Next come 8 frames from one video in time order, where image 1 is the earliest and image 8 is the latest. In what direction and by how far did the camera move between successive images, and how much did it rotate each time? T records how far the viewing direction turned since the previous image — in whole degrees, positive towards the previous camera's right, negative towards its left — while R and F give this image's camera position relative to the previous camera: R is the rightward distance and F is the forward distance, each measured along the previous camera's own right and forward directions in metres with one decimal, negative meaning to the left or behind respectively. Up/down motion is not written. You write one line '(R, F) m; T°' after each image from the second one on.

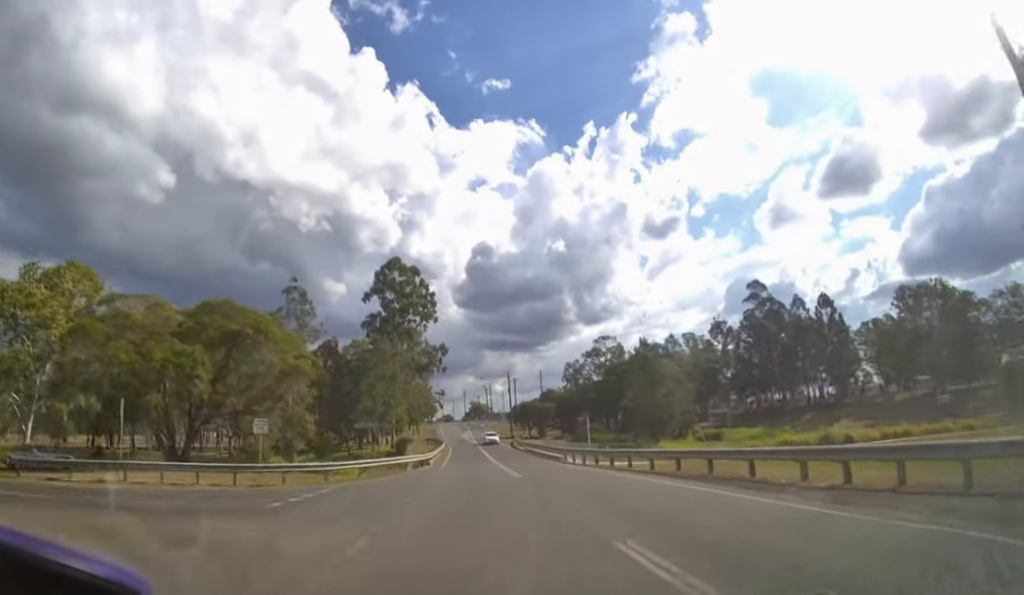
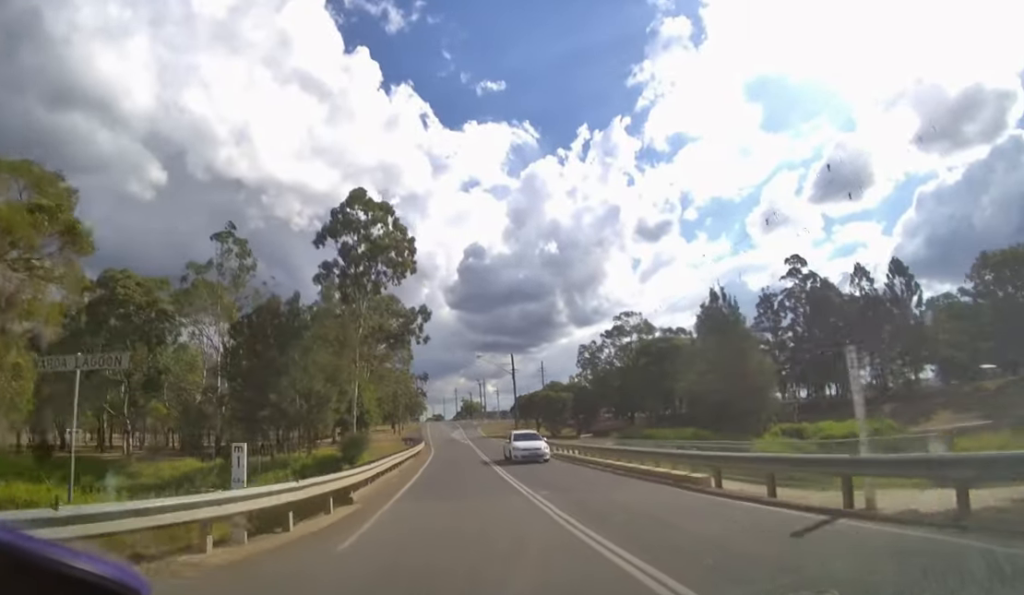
(+0.1, +16.1) m; +1°
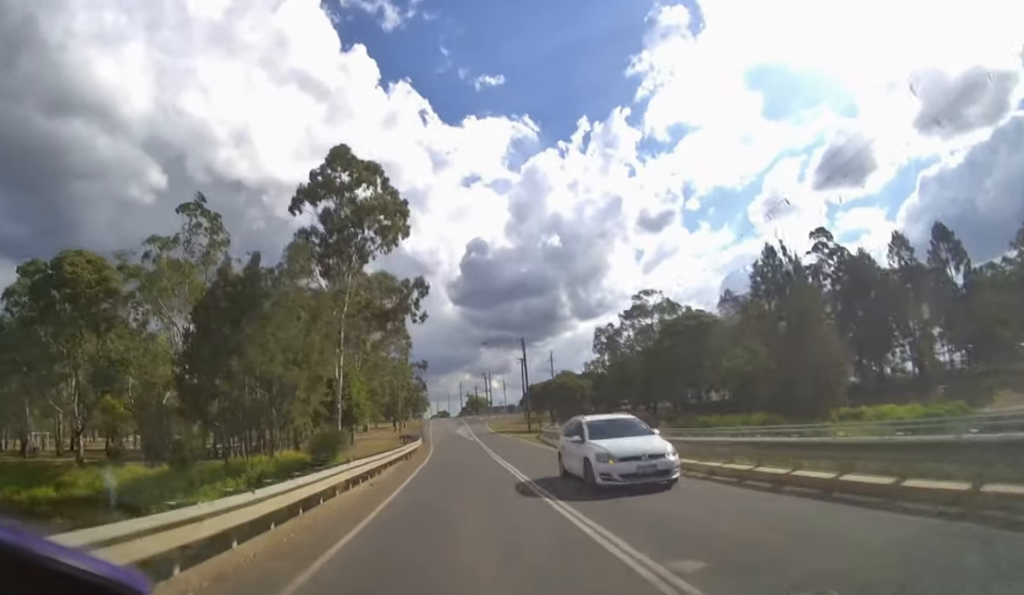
(0.0, +6.8) m; 0°
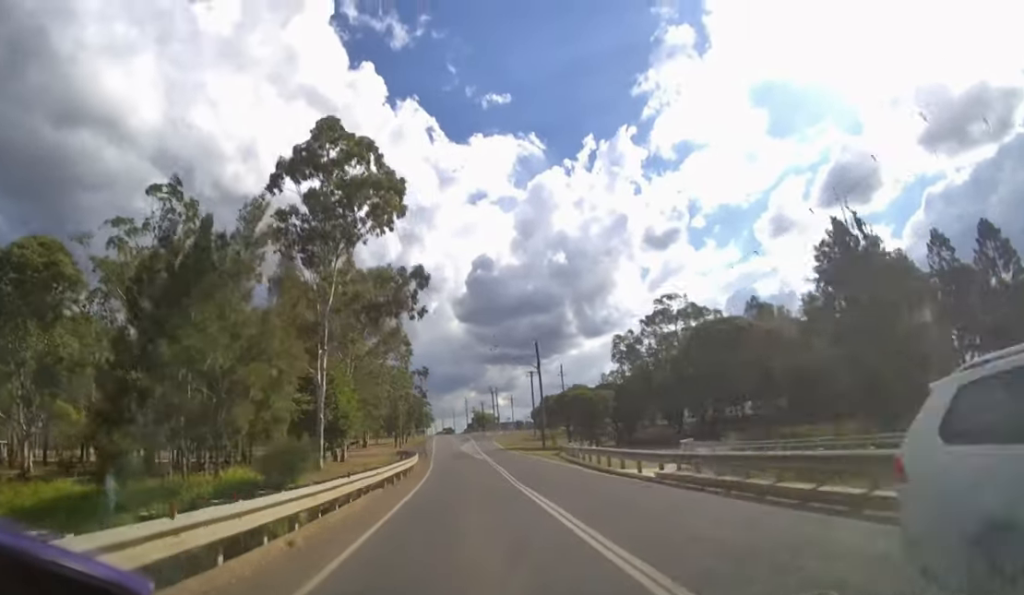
(0.0, +5.9) m; 0°
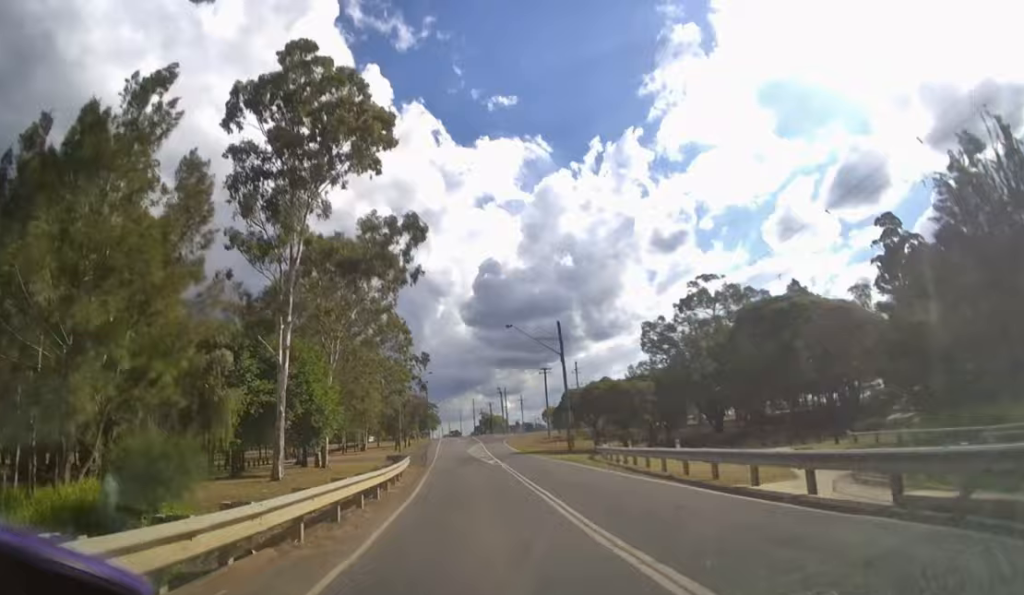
(0.0, +8.5) m; -1°
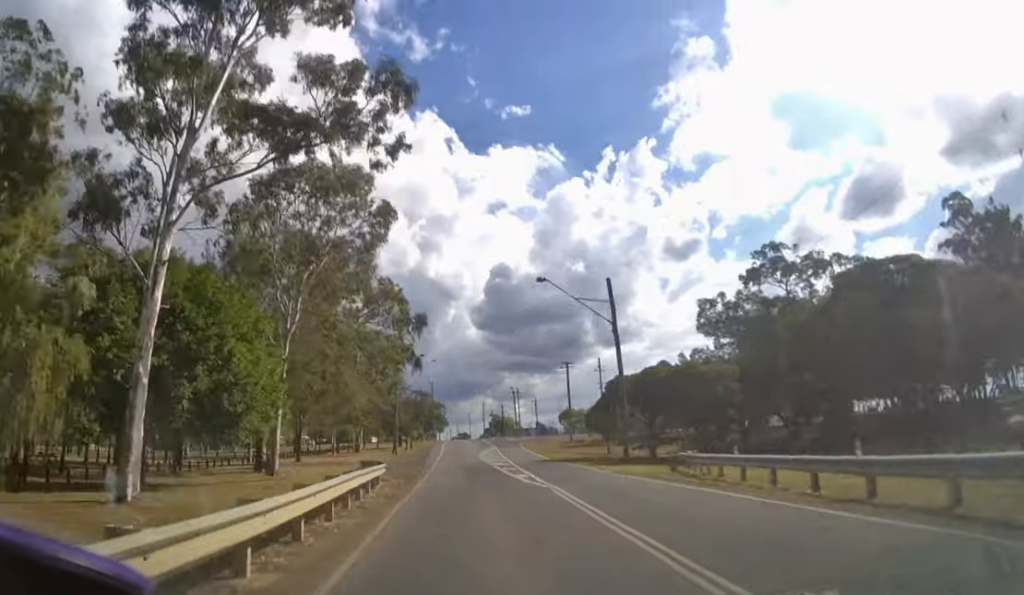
(0.0, +12.3) m; -1°
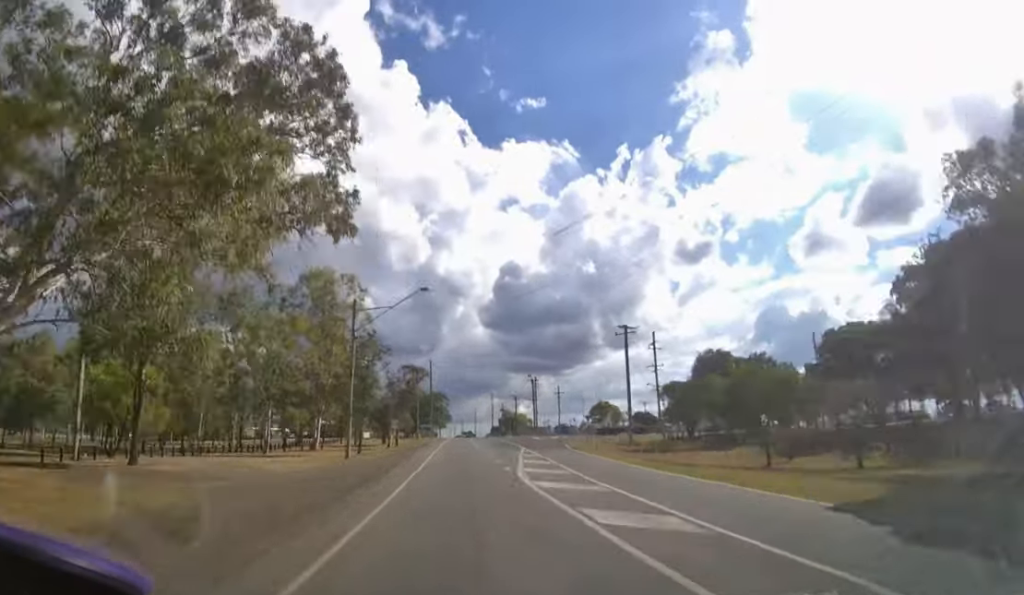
(-0.4, +30.0) m; 0°
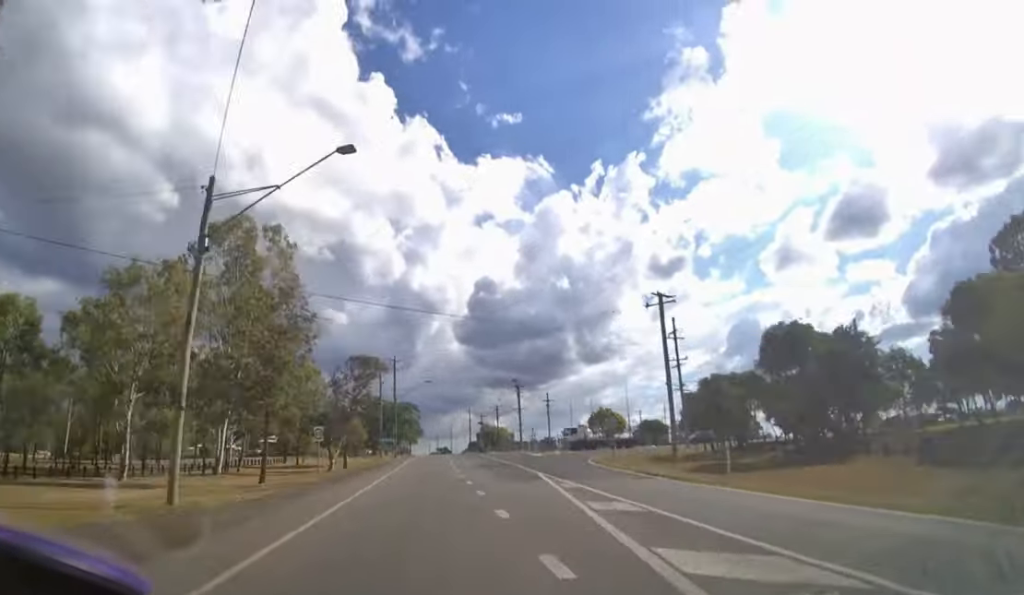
(+0.2, +20.3) m; +2°
